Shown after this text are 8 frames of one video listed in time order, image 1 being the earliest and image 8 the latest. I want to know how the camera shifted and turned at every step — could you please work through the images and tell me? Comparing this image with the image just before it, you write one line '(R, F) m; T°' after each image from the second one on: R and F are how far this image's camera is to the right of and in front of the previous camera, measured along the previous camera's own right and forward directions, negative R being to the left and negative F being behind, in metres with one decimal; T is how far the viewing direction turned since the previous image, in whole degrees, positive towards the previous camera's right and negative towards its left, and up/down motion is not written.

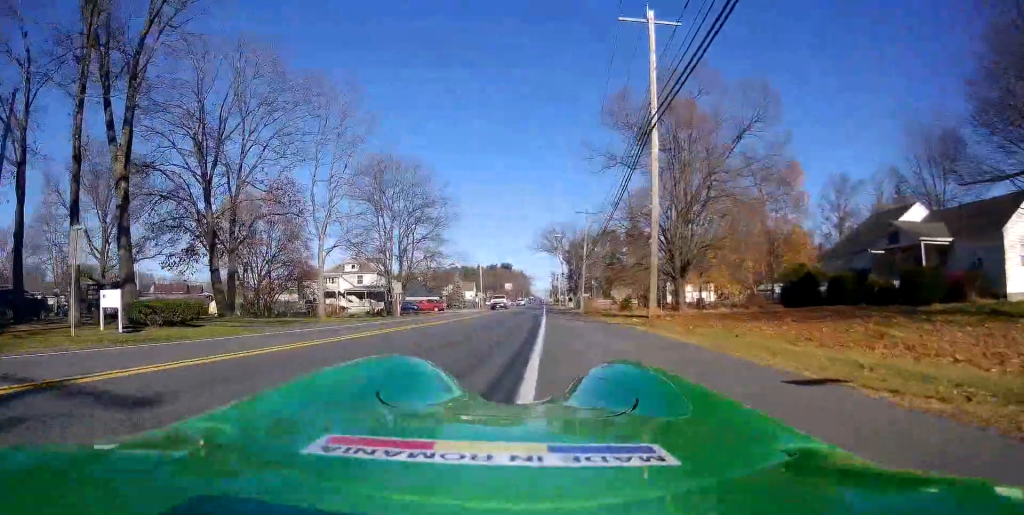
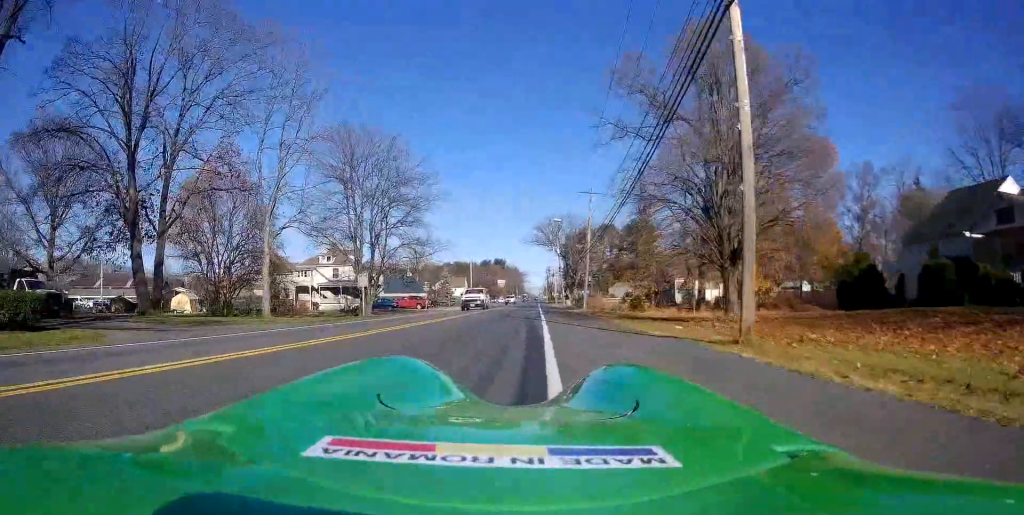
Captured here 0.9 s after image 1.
(+0.2, +9.0) m; +1°
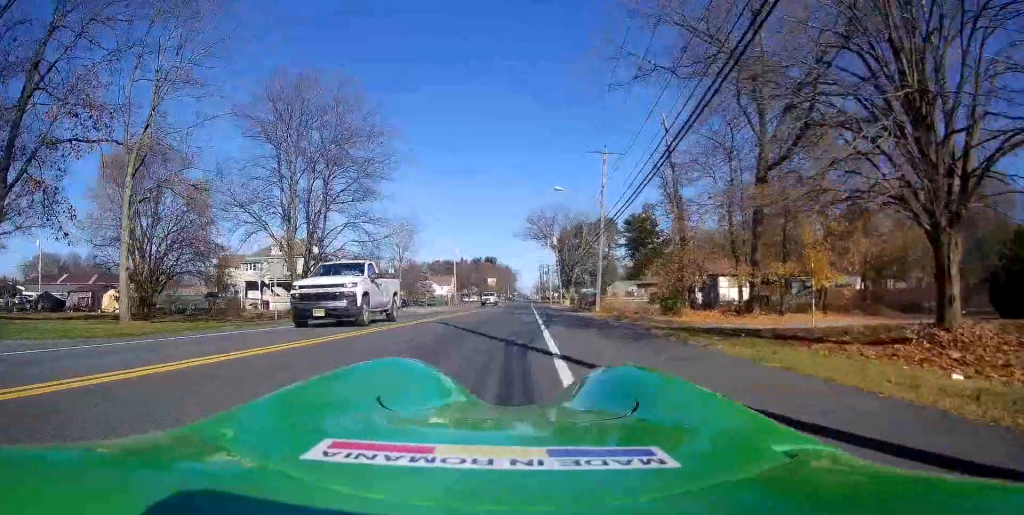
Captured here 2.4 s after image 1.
(-0.3, +14.2) m; -1°
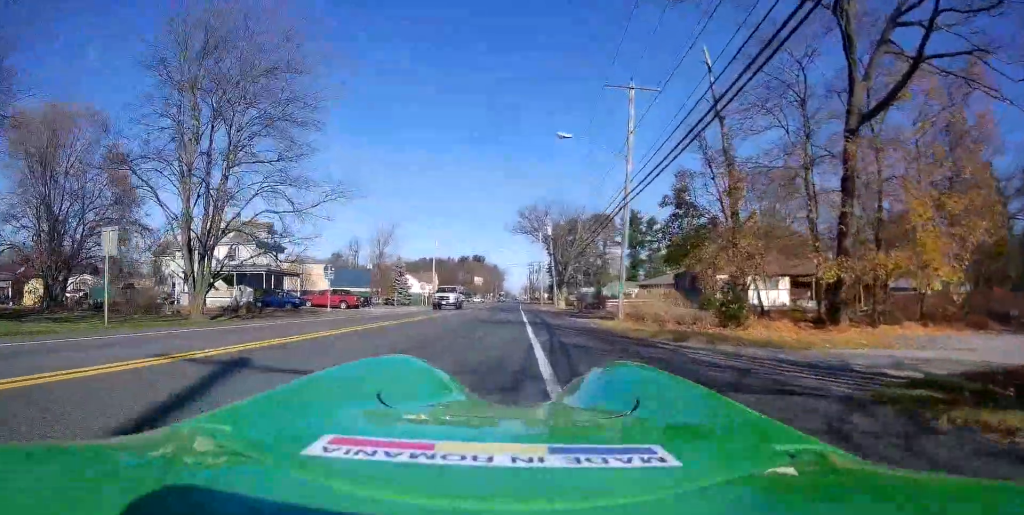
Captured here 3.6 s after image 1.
(+0.4, +12.2) m; +3°
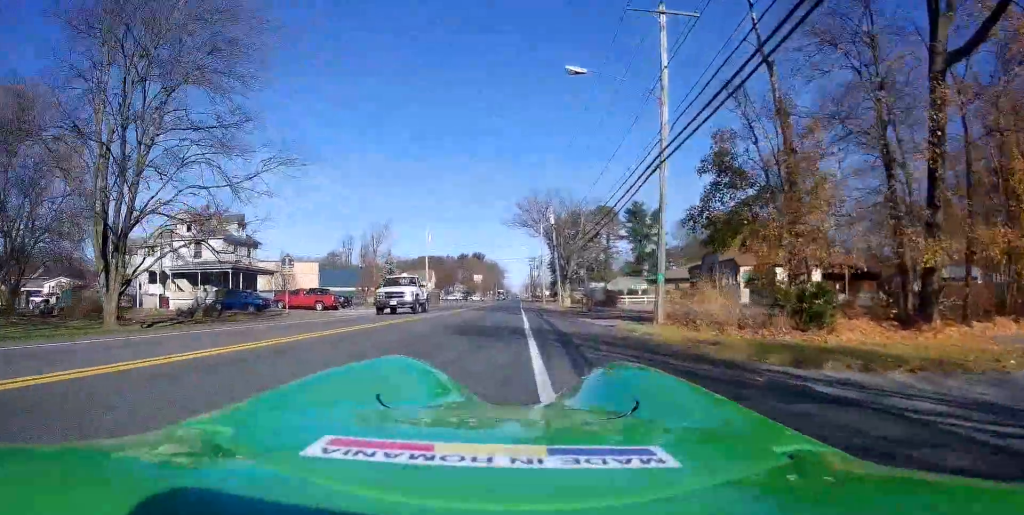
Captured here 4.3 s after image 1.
(0.0, +6.9) m; 0°
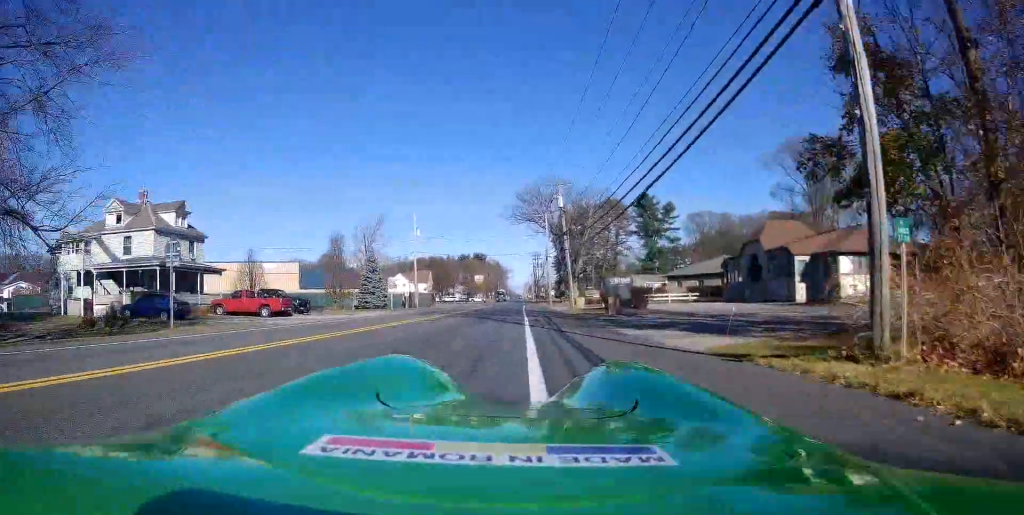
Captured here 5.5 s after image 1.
(-0.3, +10.9) m; -3°
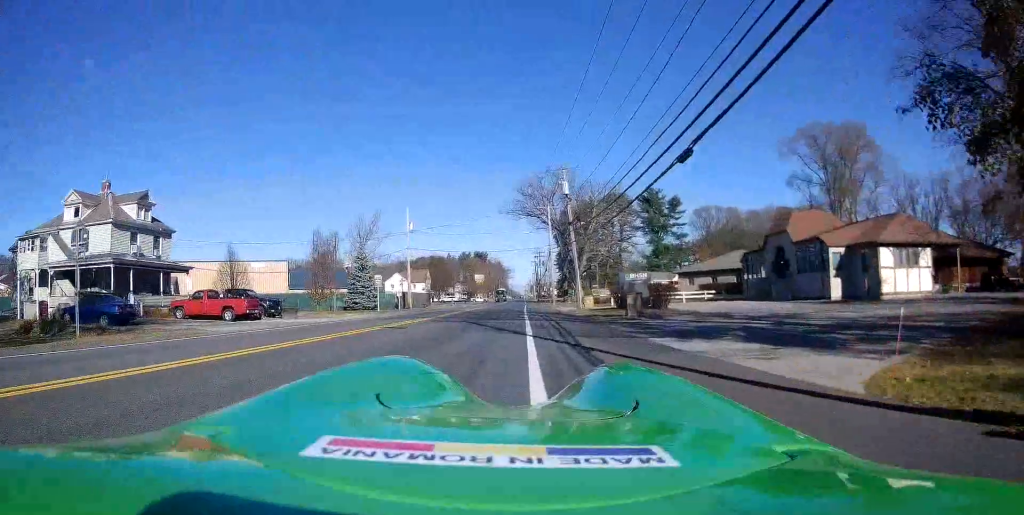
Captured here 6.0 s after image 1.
(0.0, +5.2) m; -1°
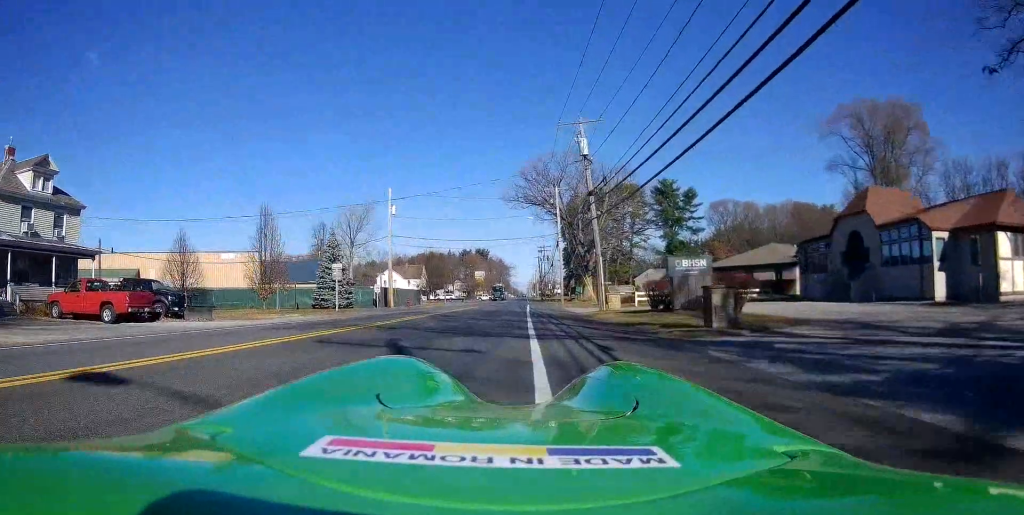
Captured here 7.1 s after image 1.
(-0.2, +10.5) m; +1°
